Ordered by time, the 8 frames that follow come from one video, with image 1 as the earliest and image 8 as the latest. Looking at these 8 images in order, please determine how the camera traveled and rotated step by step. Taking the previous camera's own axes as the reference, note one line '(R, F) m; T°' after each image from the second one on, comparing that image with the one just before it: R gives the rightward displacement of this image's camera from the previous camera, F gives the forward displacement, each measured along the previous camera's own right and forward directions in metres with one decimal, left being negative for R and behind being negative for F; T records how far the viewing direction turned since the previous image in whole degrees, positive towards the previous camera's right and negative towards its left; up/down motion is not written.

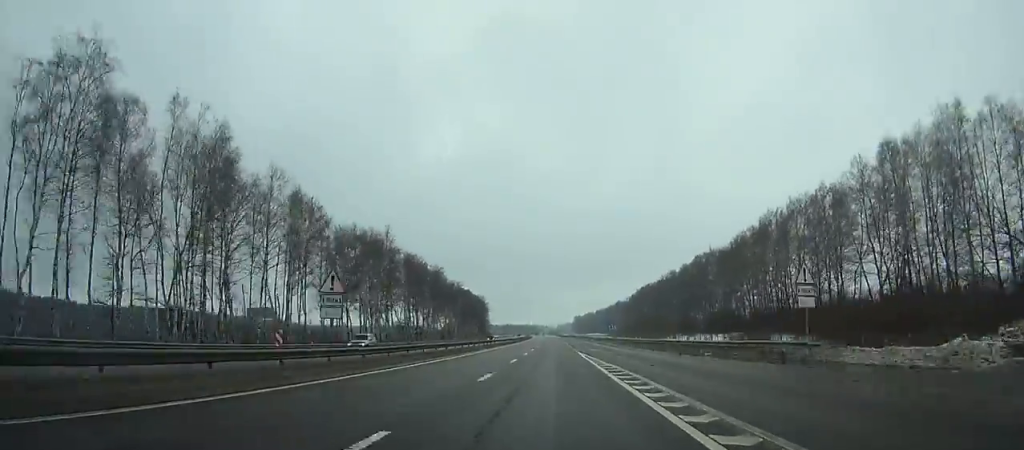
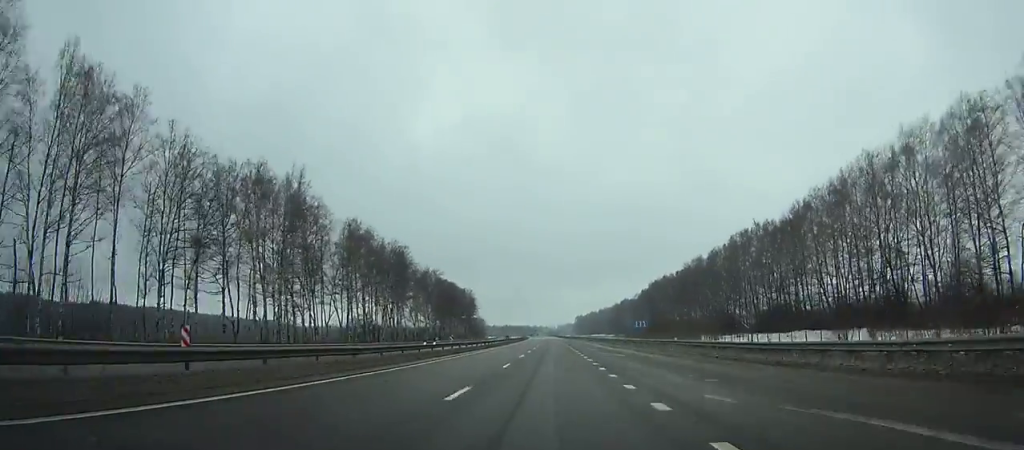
(-0.2, +40.7) m; 0°
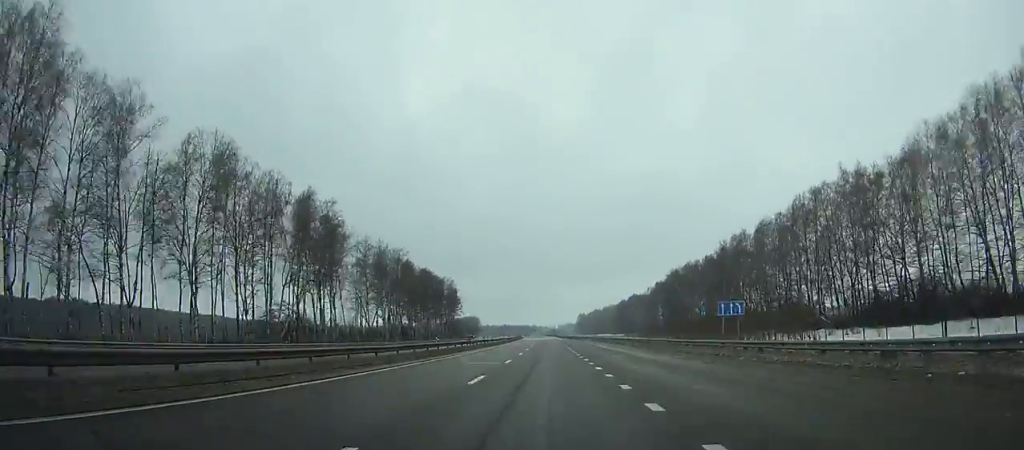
(-0.3, +43.8) m; 0°
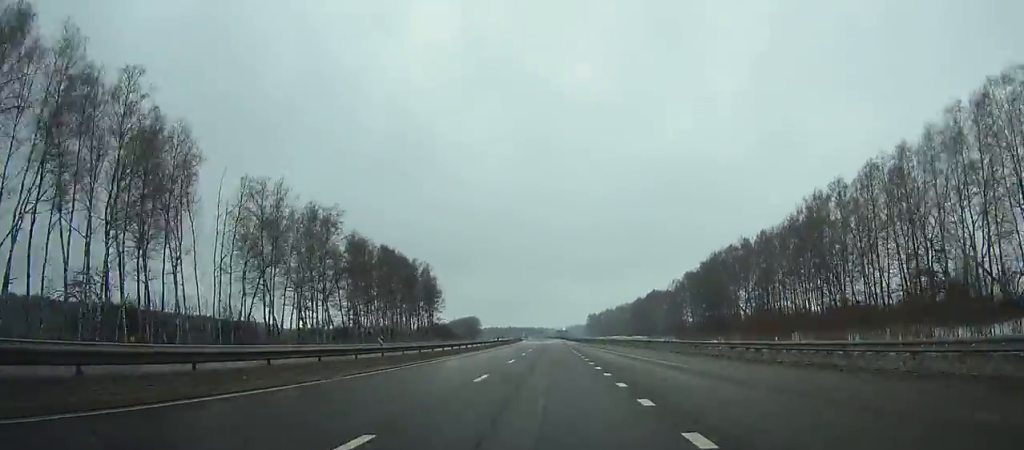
(-0.1, +46.8) m; 0°
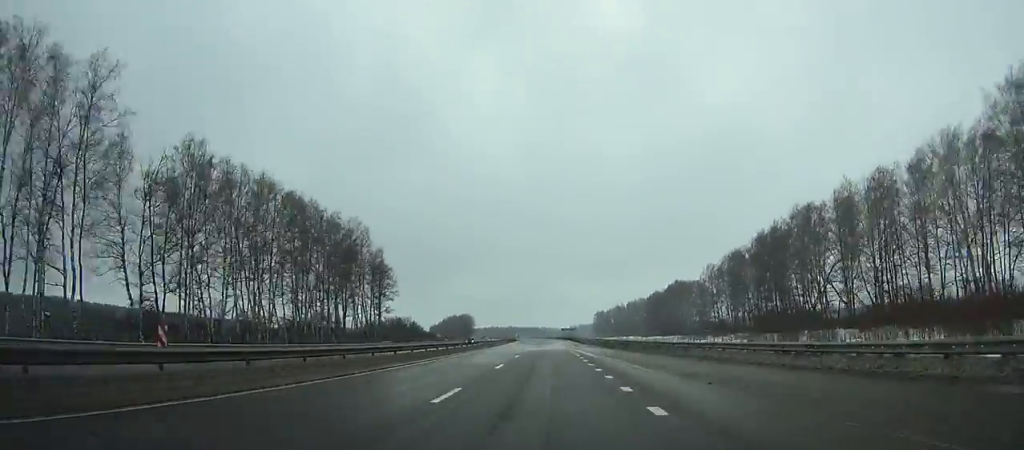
(+0.3, +52.6) m; -1°
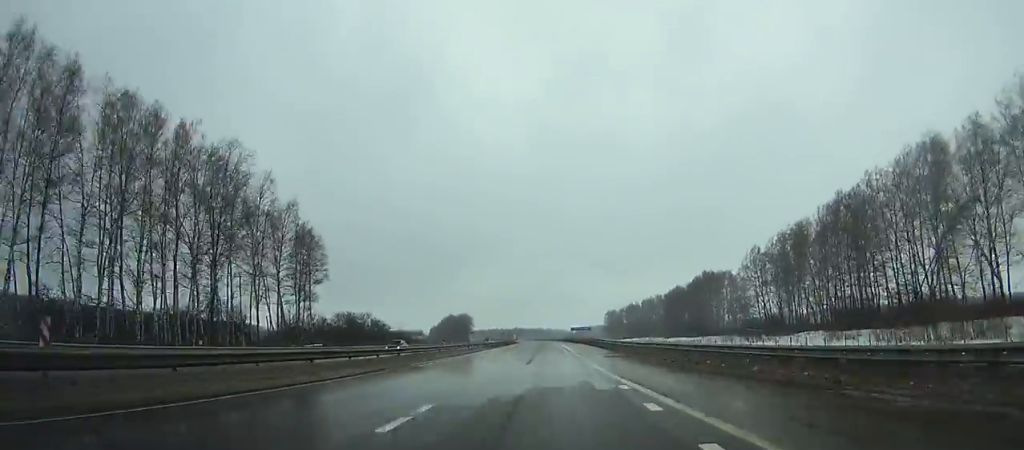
(-0.6, +38.0) m; 0°
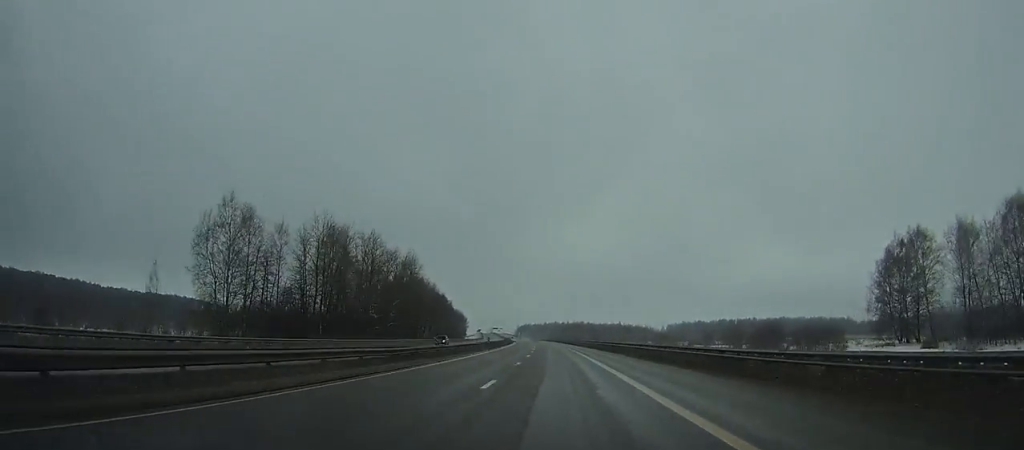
(-14.3, +296.6) m; -6°
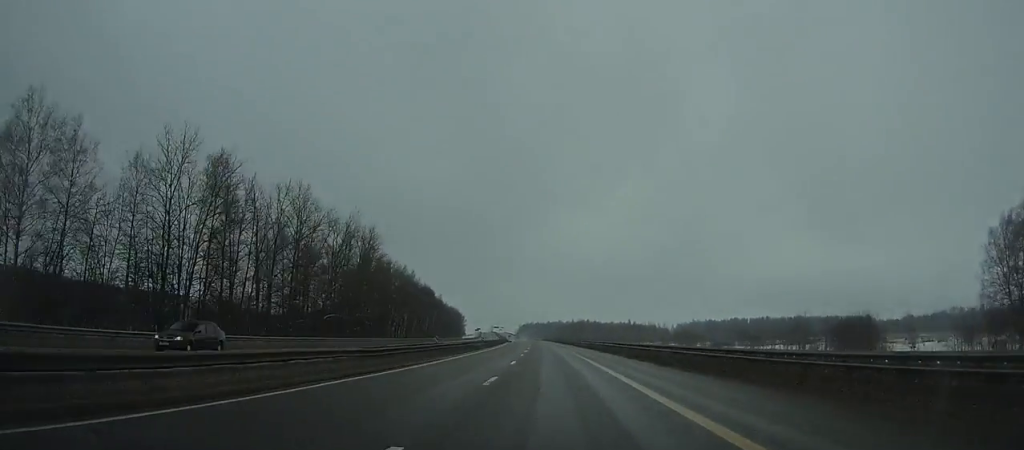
(-0.2, +34.4) m; -1°
